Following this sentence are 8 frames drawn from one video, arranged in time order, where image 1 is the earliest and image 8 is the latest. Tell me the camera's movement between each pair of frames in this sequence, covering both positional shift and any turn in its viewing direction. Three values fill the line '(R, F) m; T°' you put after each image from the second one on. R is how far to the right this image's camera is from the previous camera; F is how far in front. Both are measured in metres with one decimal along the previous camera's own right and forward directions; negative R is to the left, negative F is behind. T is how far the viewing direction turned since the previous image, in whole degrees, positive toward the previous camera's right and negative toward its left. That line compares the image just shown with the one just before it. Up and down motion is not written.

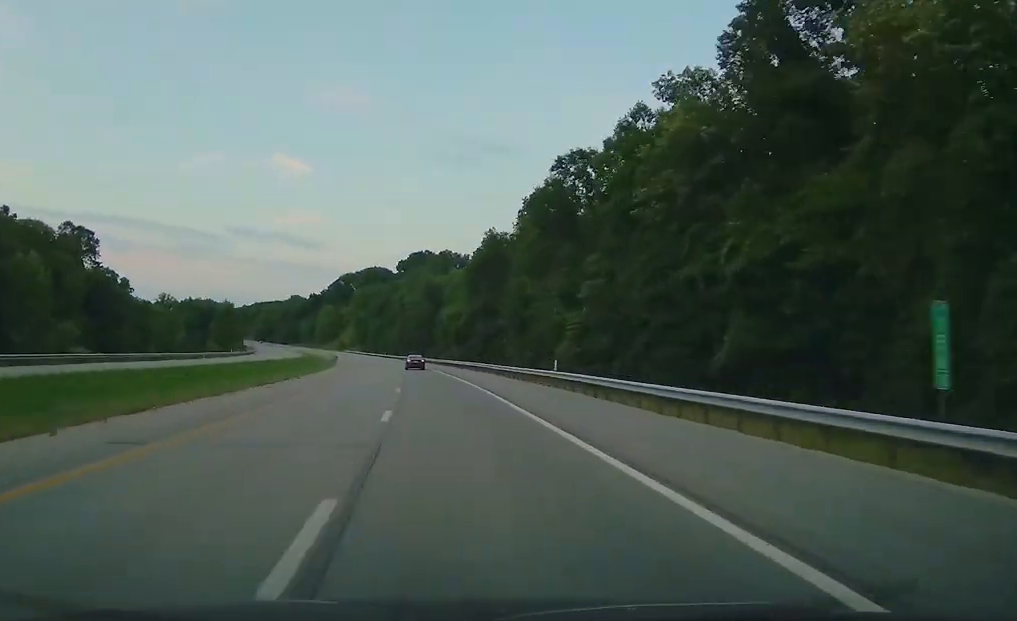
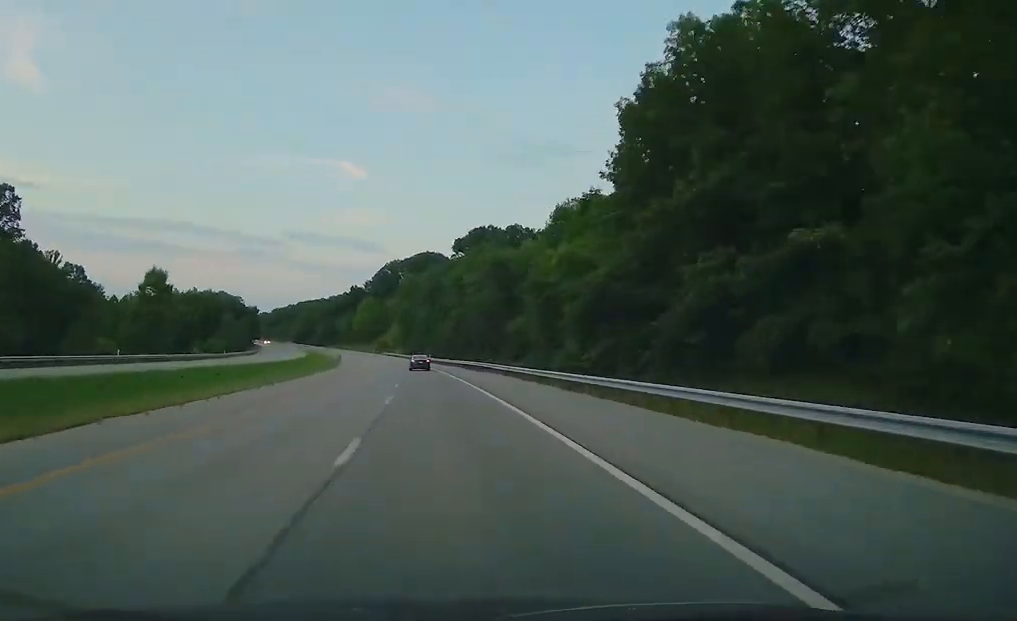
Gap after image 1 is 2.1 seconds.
(-3.6, +69.1) m; -4°
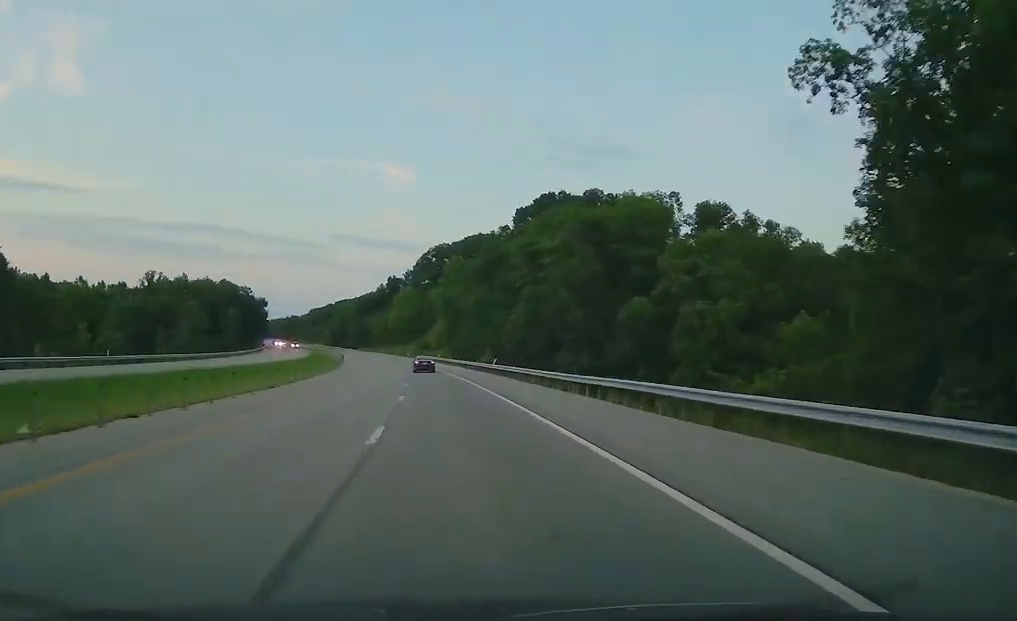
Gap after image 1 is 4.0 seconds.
(-1.1, +60.5) m; -4°
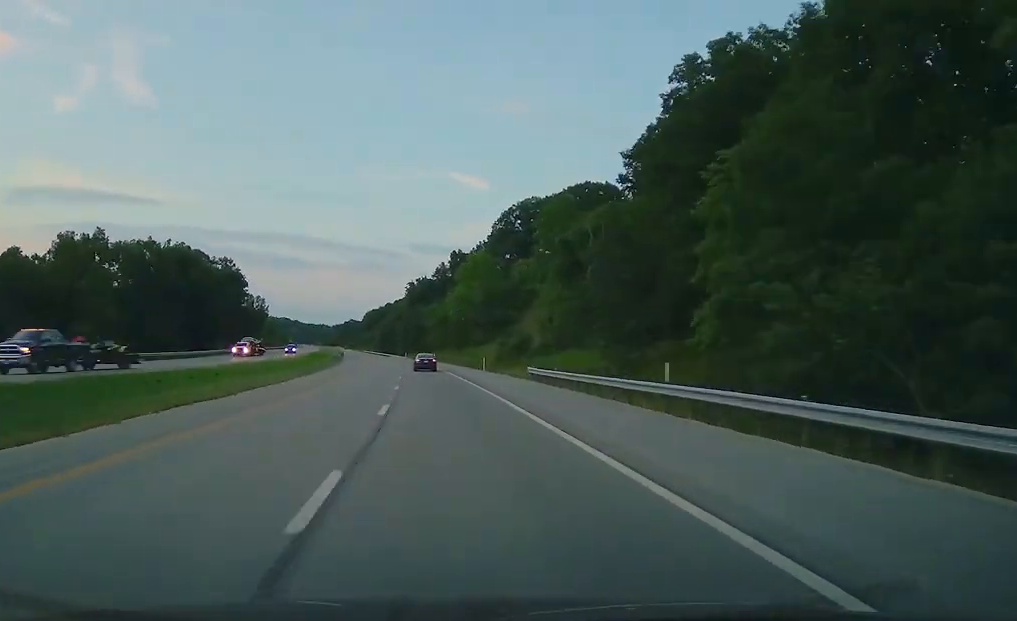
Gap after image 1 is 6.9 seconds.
(-6.2, +94.8) m; -5°
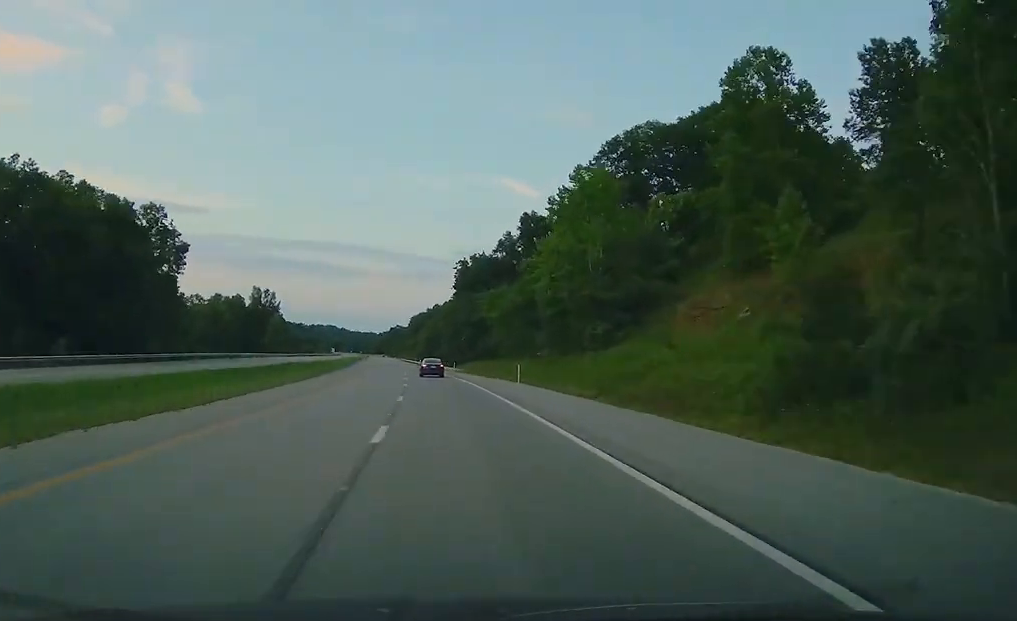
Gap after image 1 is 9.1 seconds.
(-1.7, +69.4) m; -3°
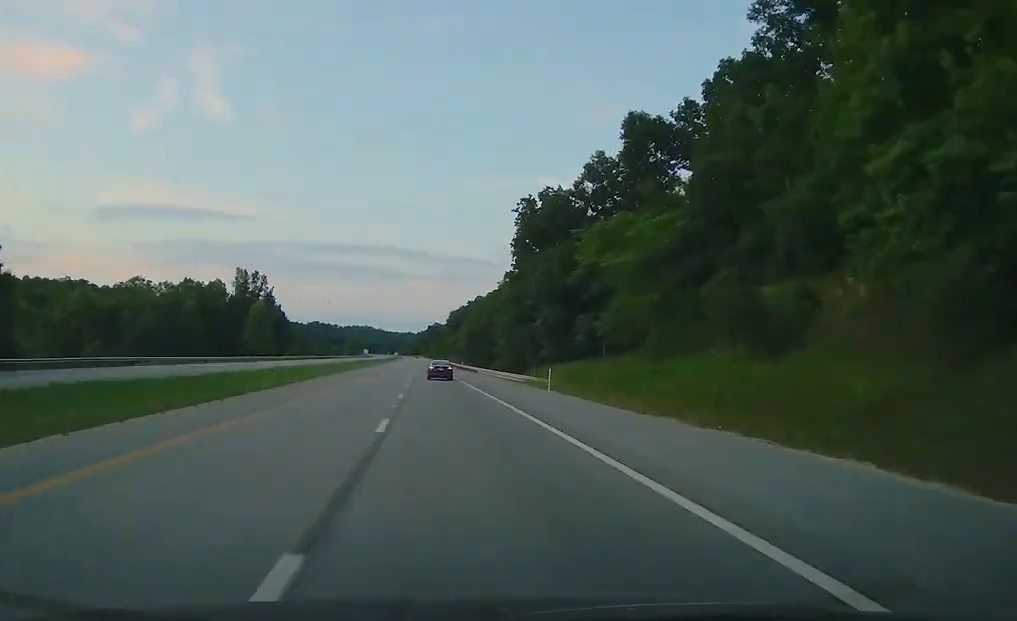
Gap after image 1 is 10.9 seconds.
(-2.7, +61.2) m; -2°
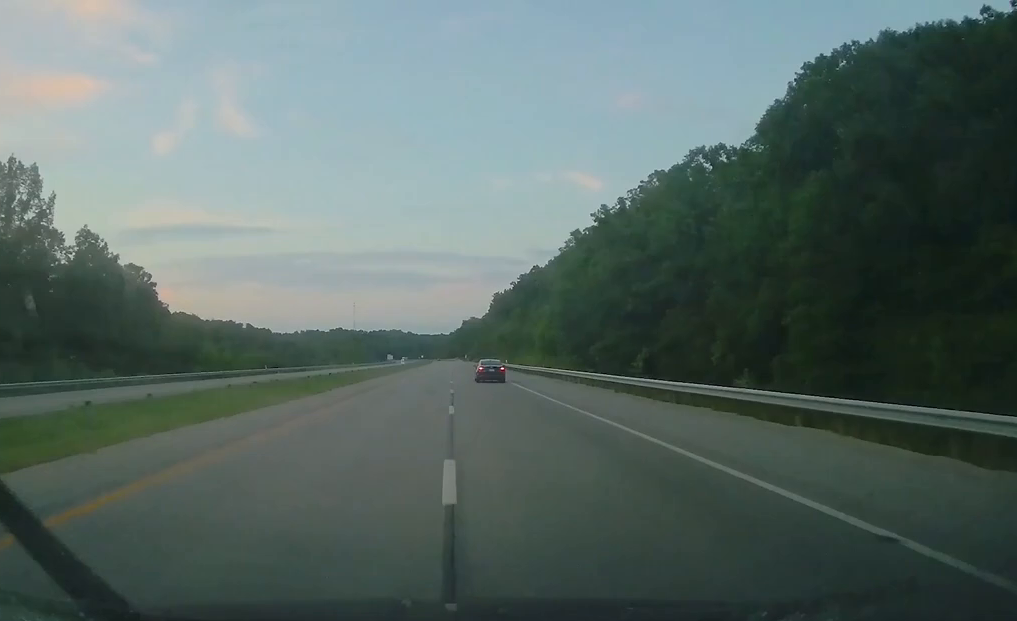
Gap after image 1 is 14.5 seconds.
(-2.9, +119.2) m; -2°
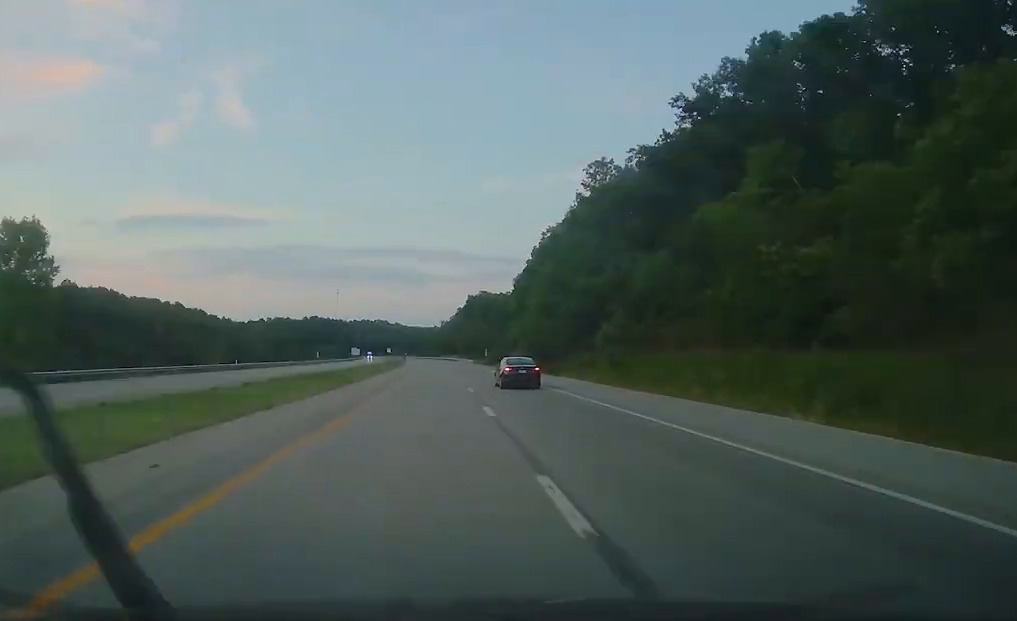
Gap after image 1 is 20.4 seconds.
(-0.5, +197.1) m; -1°
